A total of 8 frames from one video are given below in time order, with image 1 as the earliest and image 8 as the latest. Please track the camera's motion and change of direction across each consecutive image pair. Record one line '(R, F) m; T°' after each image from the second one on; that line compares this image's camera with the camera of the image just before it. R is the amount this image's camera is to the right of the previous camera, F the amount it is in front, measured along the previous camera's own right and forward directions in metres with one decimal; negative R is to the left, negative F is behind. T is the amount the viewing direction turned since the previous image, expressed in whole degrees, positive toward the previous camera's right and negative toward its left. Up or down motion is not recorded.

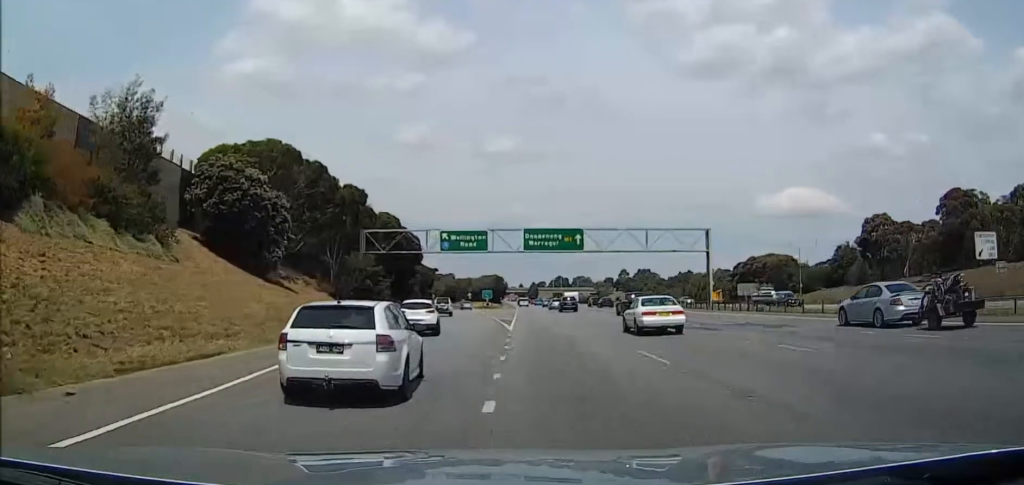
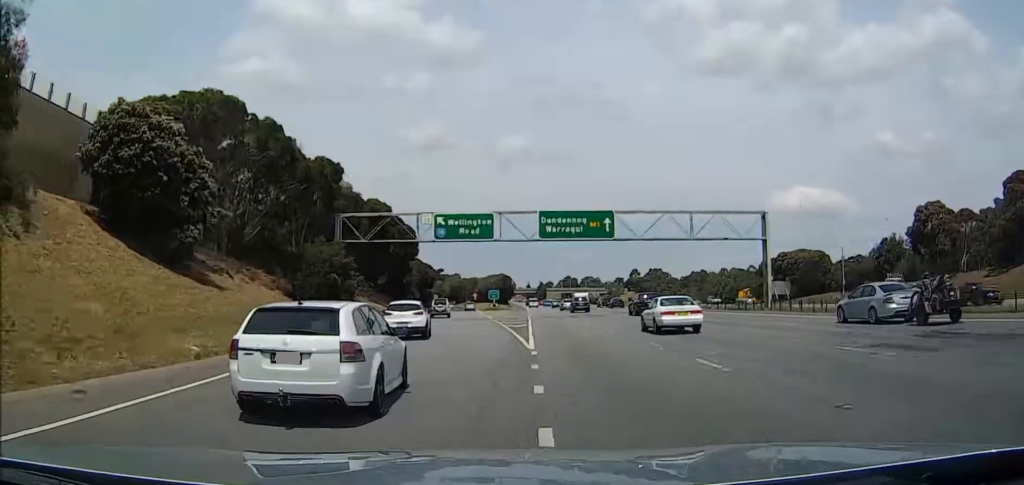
(-0.6, +14.0) m; -2°
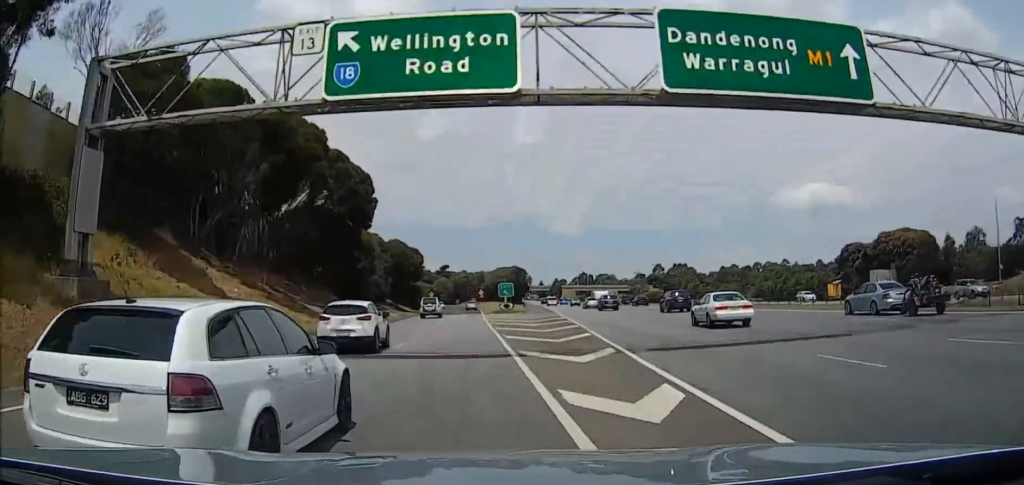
(-1.9, +37.7) m; -2°
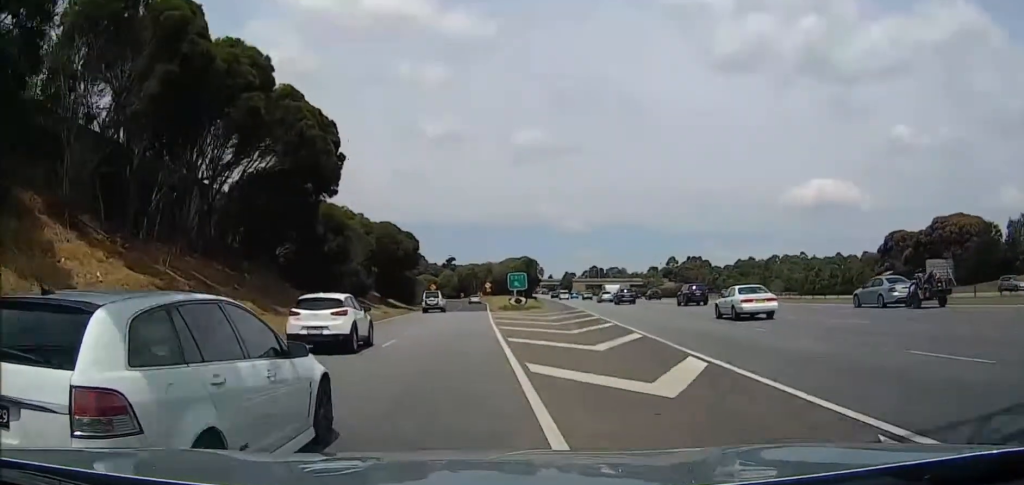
(+0.3, +13.7) m; 0°
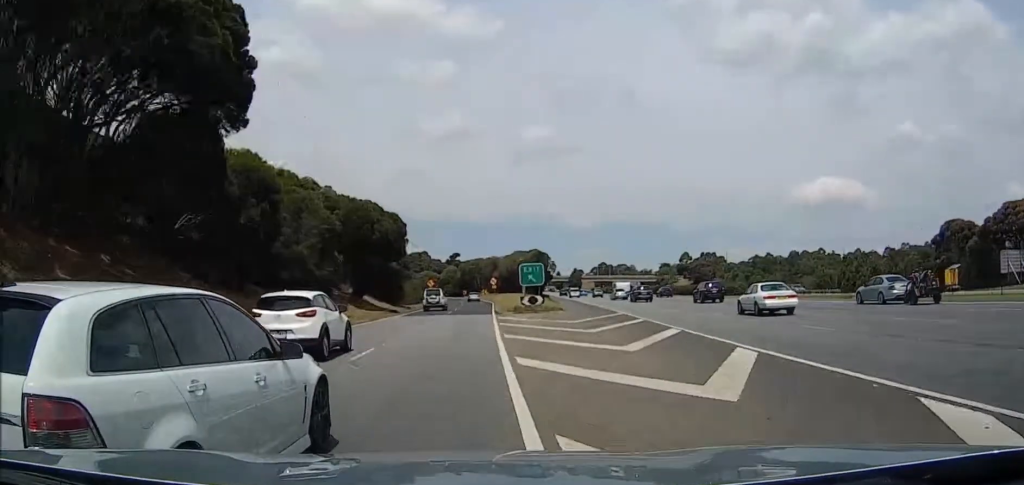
(+0.3, +16.2) m; 0°
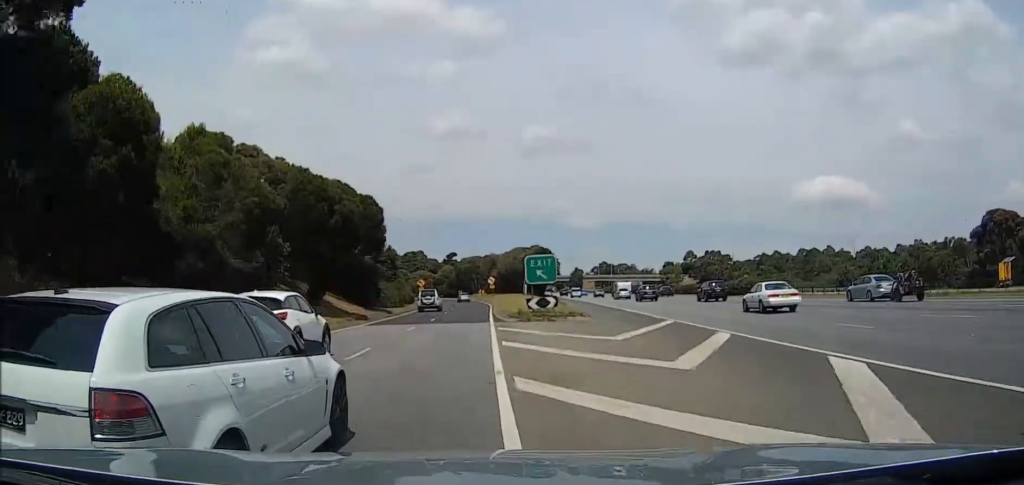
(-0.2, +12.4) m; 0°
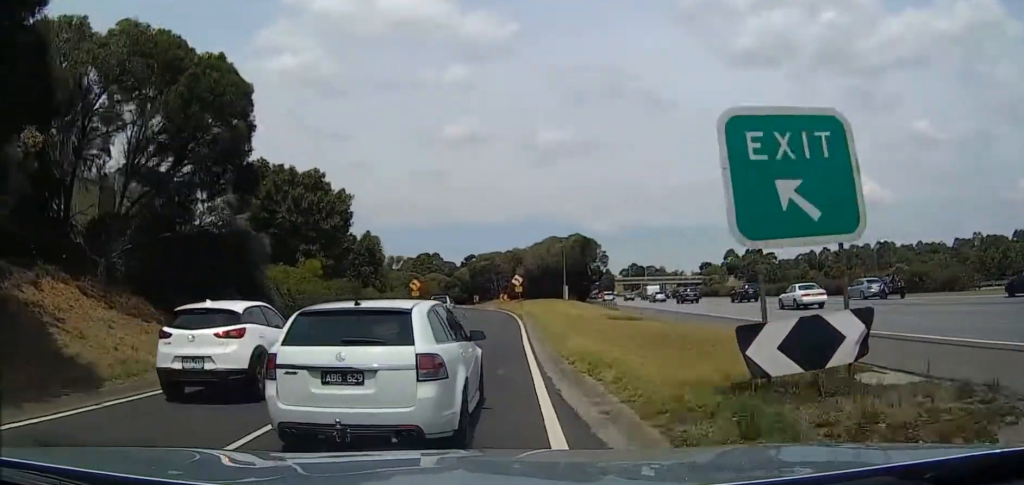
(+0.3, +32.9) m; -1°
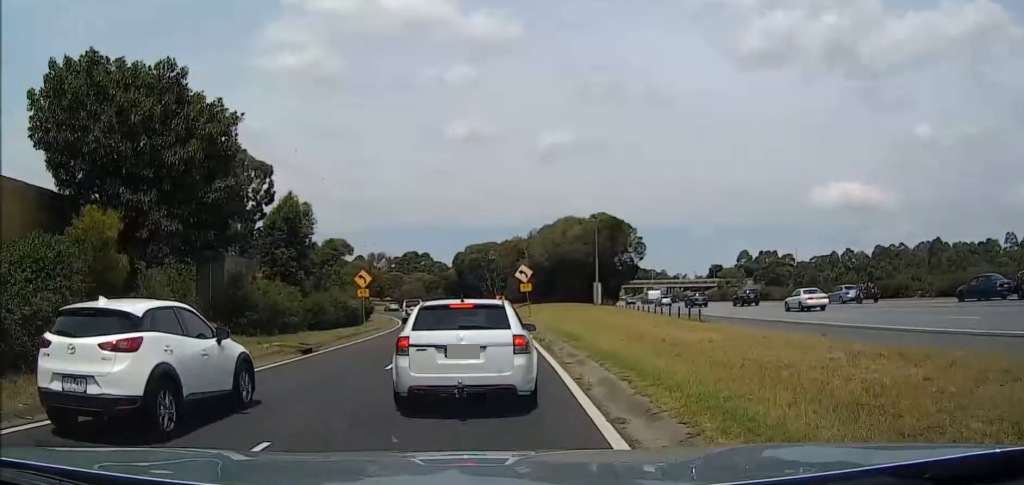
(-1.1, +25.9) m; -2°
